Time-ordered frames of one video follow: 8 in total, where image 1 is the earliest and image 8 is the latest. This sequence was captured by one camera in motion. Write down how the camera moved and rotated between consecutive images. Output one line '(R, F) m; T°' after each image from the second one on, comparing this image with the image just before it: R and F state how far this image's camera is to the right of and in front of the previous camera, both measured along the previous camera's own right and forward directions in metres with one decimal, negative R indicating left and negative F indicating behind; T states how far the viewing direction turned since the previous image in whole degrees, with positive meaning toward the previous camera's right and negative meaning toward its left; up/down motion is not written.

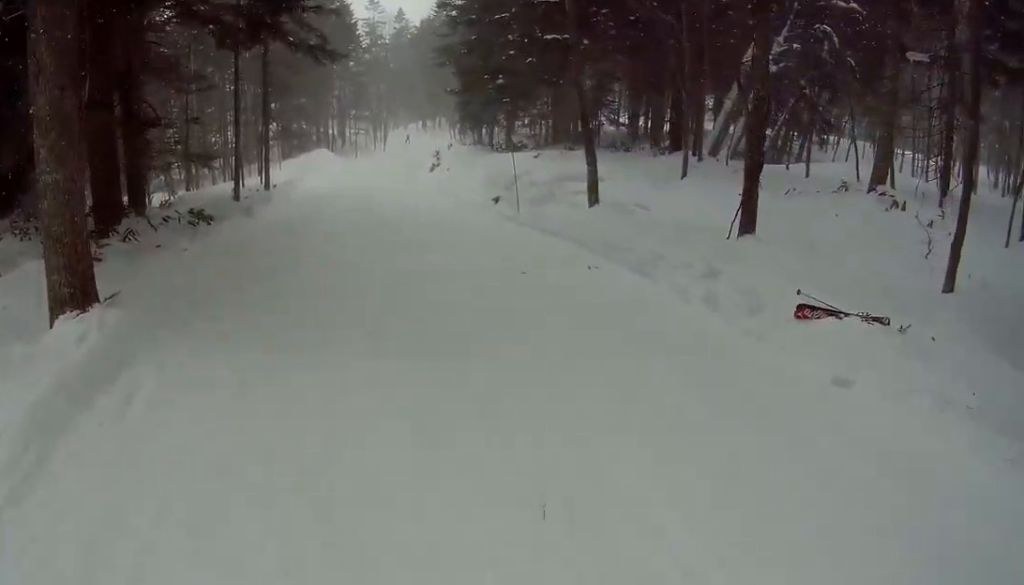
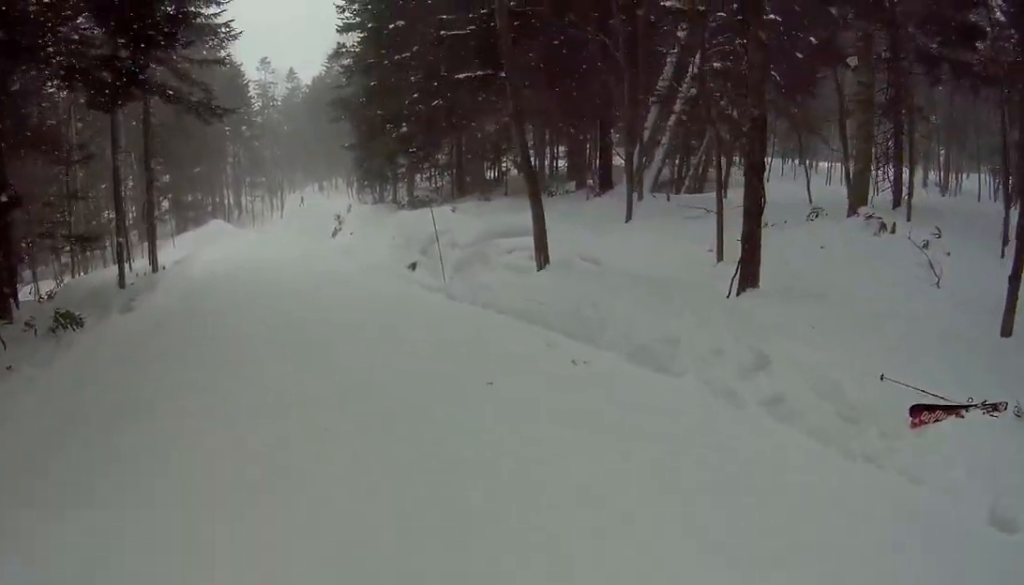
(0.0, +2.6) m; 0°
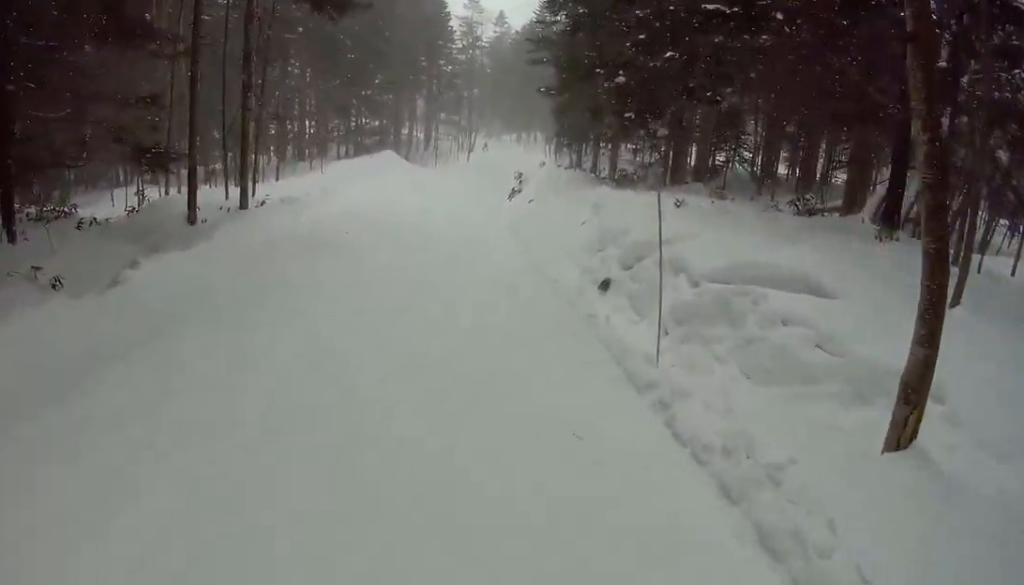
(0.0, +6.4) m; +3°
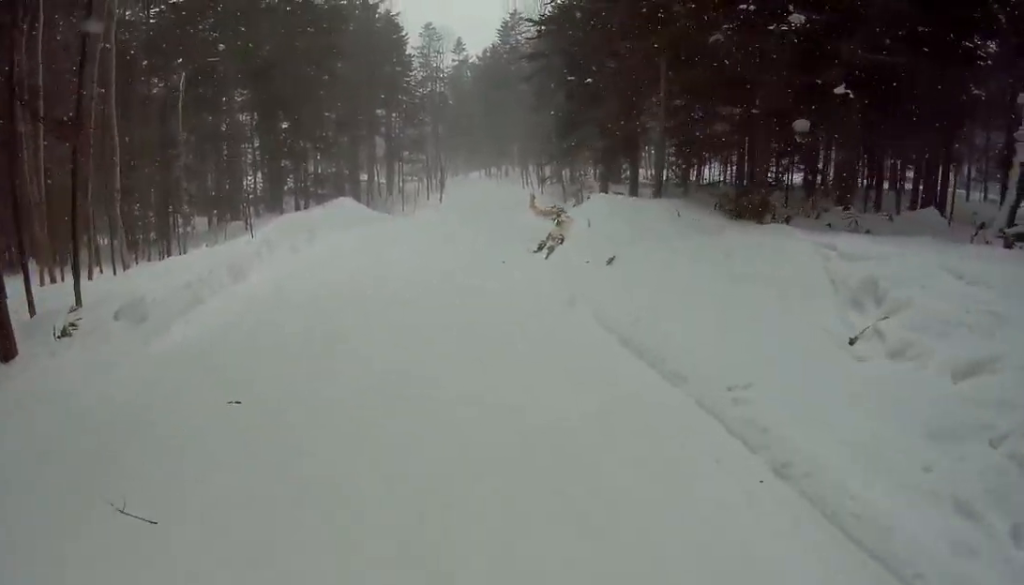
(+0.8, +8.6) m; +11°
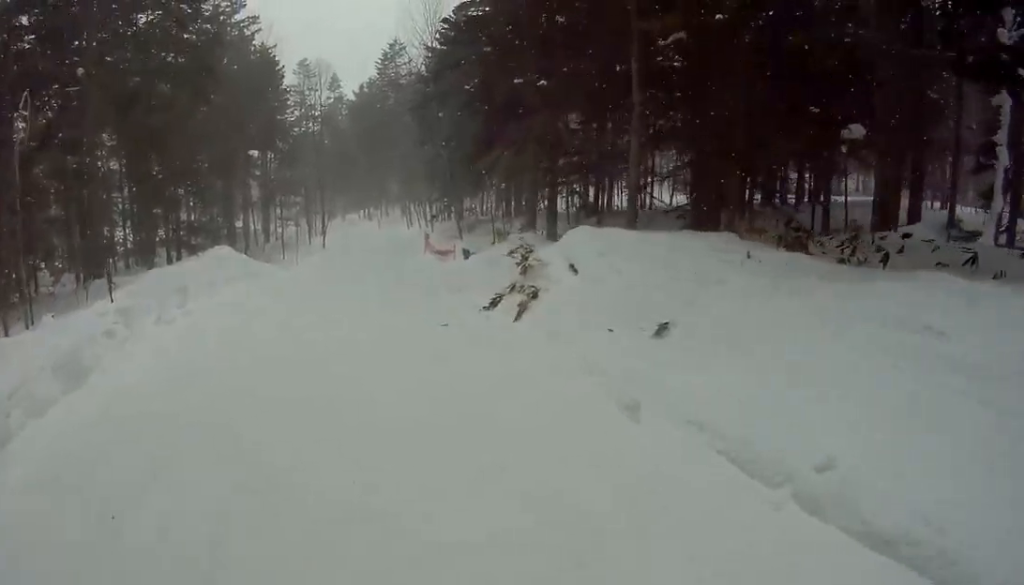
(+0.2, +3.8) m; -1°
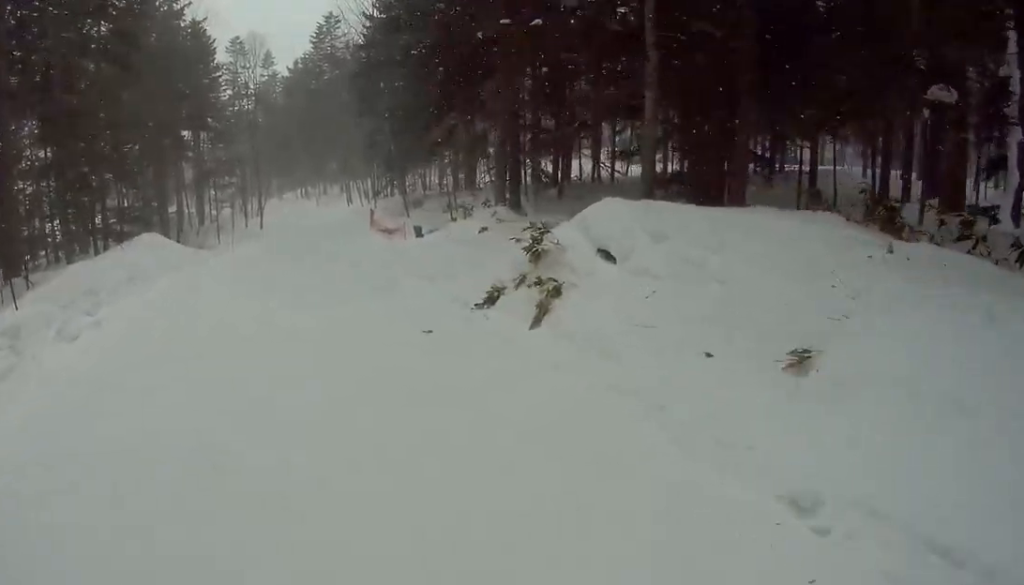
(+0.2, +2.6) m; -3°
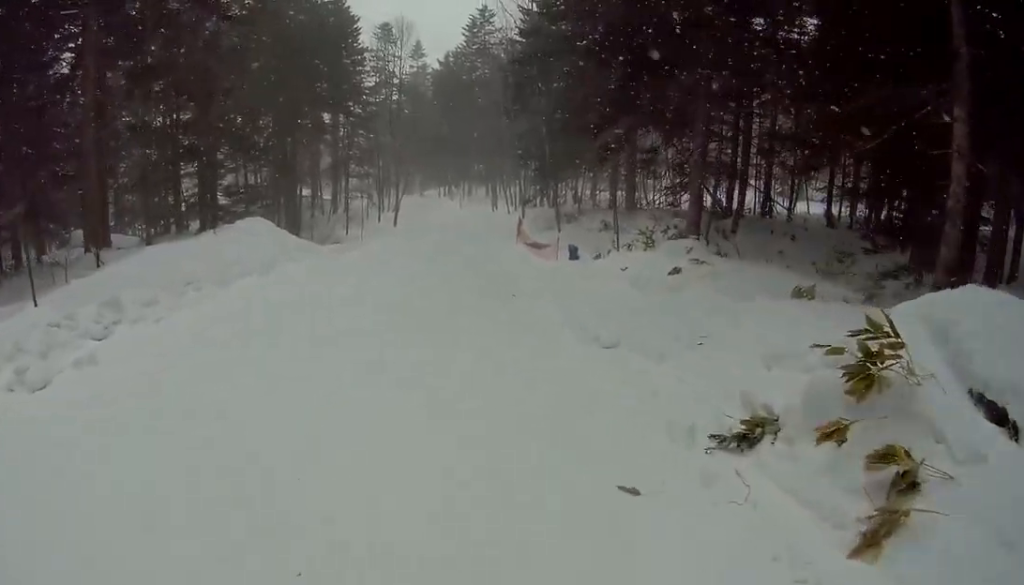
(-0.2, +3.9) m; -3°
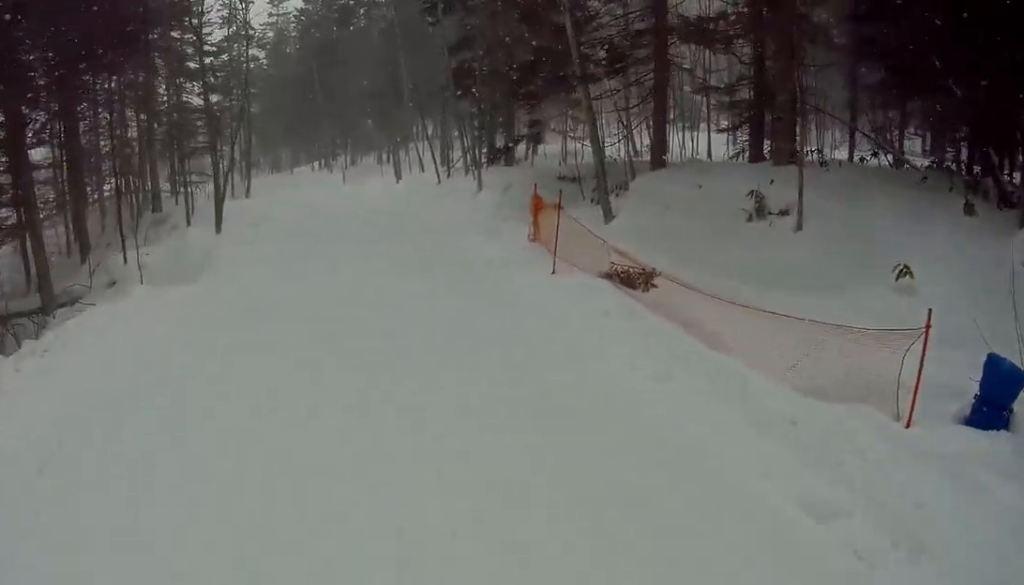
(-2.2, +19.7) m; -6°
